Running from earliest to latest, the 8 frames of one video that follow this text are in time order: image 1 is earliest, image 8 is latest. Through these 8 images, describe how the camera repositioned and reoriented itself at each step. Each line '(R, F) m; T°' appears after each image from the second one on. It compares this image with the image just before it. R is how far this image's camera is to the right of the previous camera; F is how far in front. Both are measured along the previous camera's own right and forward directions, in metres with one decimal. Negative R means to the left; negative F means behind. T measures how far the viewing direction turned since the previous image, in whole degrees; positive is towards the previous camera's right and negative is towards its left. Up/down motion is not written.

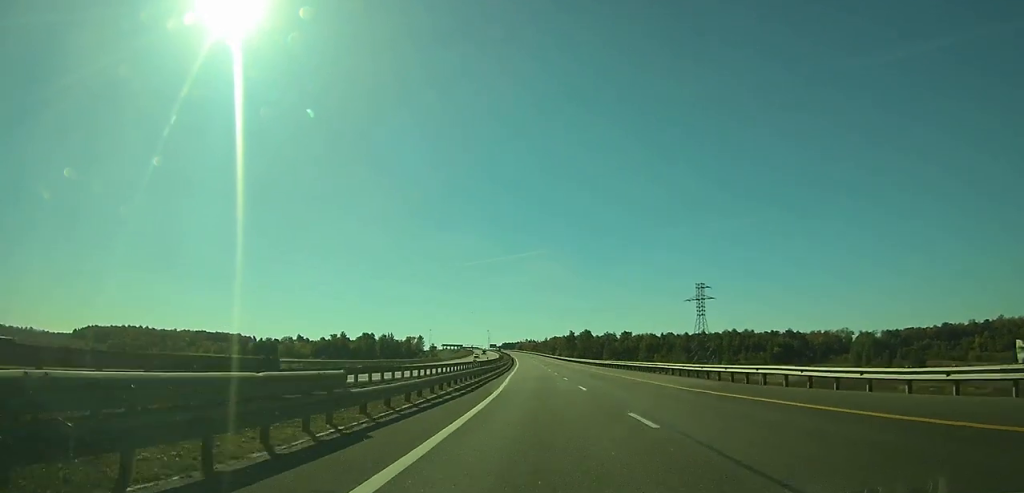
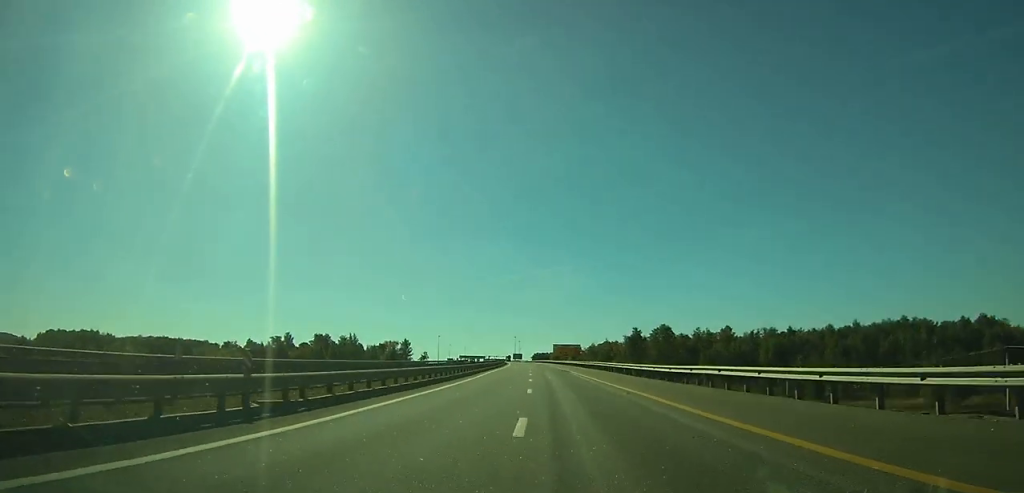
(-4.9, +169.0) m; -4°
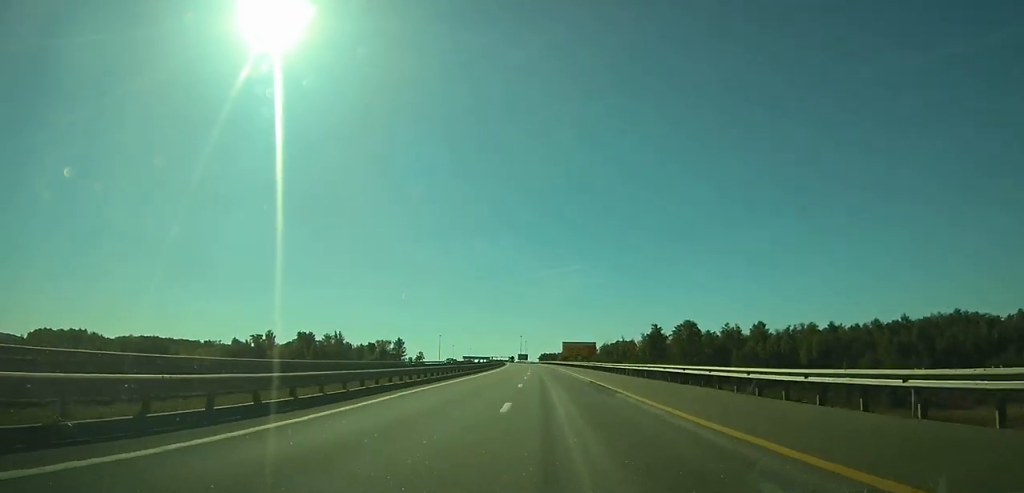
(0.0, +31.5) m; -1°
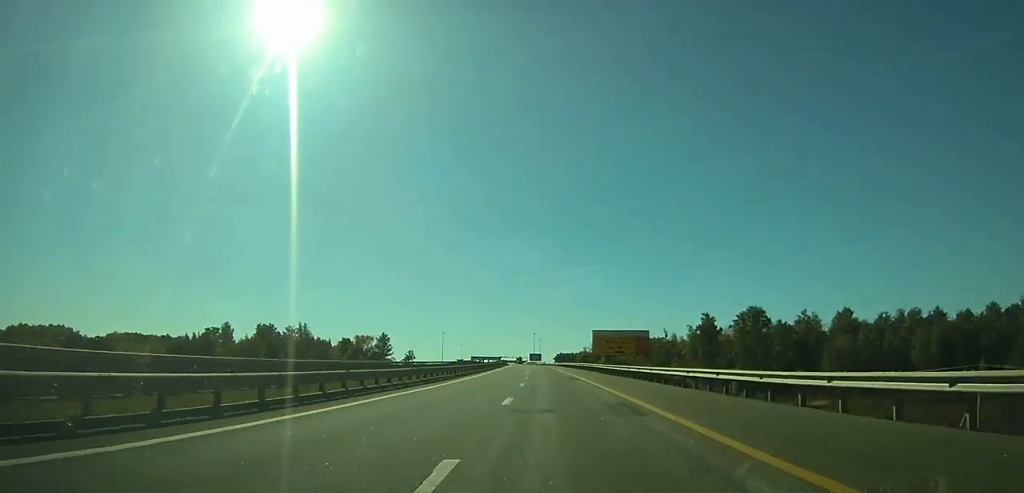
(-0.7, +57.1) m; -1°
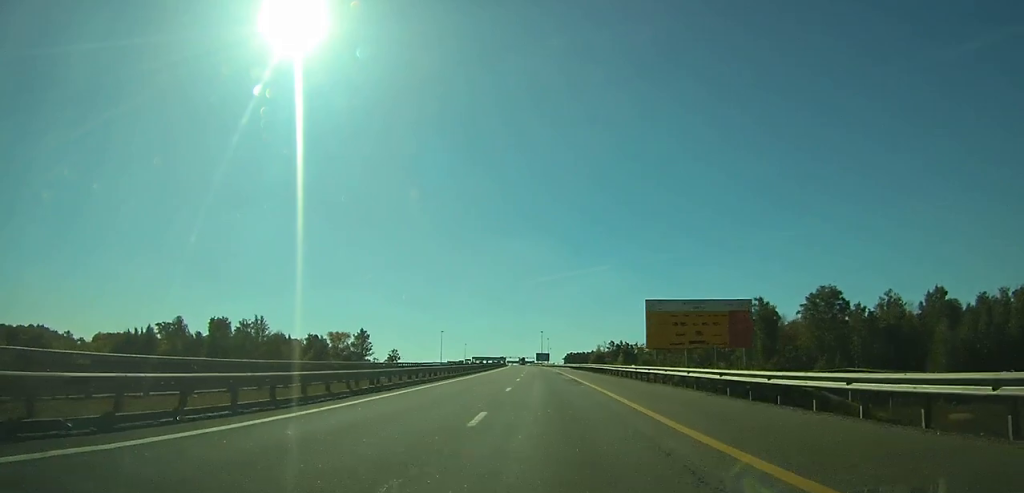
(-0.7, +41.2) m; -1°
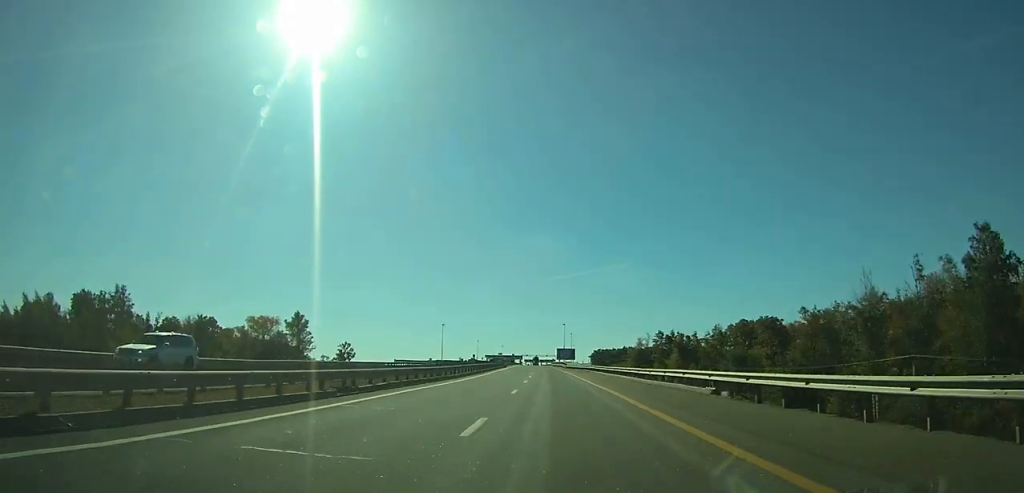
(-1.5, +75.2) m; -2°
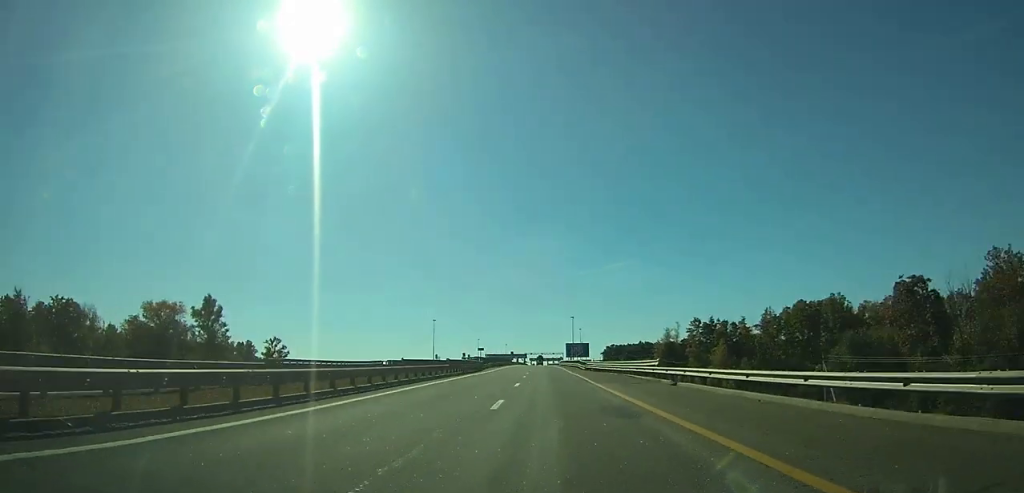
(-0.5, +43.8) m; -1°
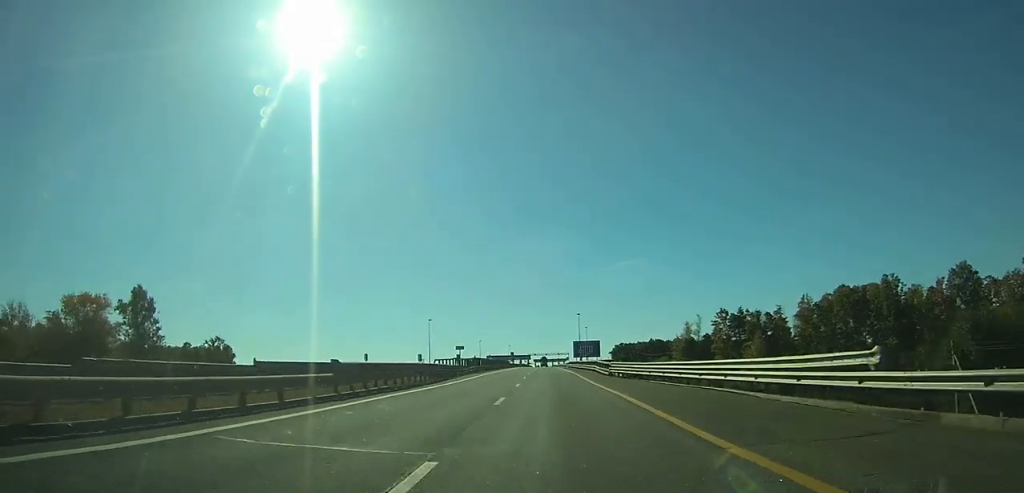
(-0.1, +22.0) m; 0°
